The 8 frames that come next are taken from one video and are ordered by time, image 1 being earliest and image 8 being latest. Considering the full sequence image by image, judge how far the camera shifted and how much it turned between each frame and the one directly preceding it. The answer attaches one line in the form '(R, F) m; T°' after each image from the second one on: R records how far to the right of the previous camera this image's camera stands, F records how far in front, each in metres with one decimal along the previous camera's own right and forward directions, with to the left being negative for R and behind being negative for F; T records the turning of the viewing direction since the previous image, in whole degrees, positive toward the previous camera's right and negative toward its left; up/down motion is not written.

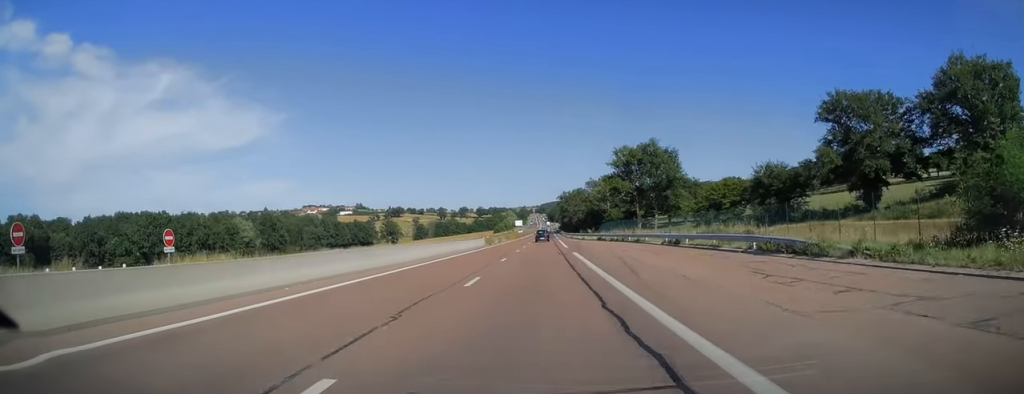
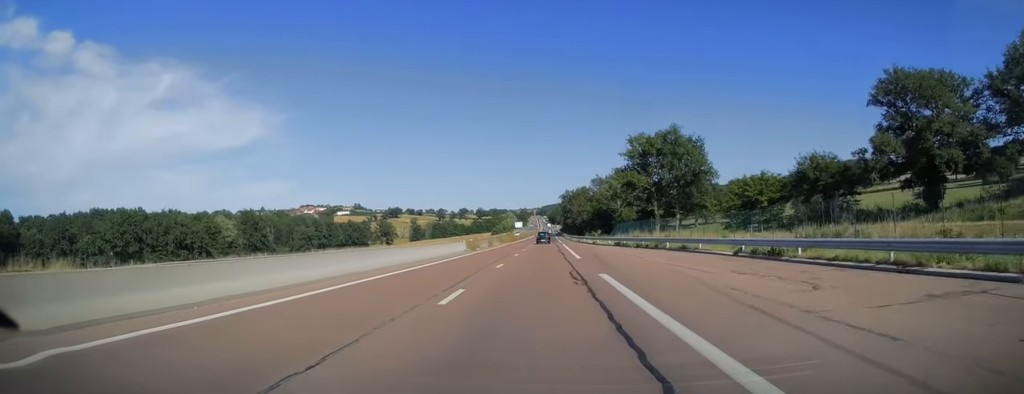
(+0.2, +16.8) m; 0°
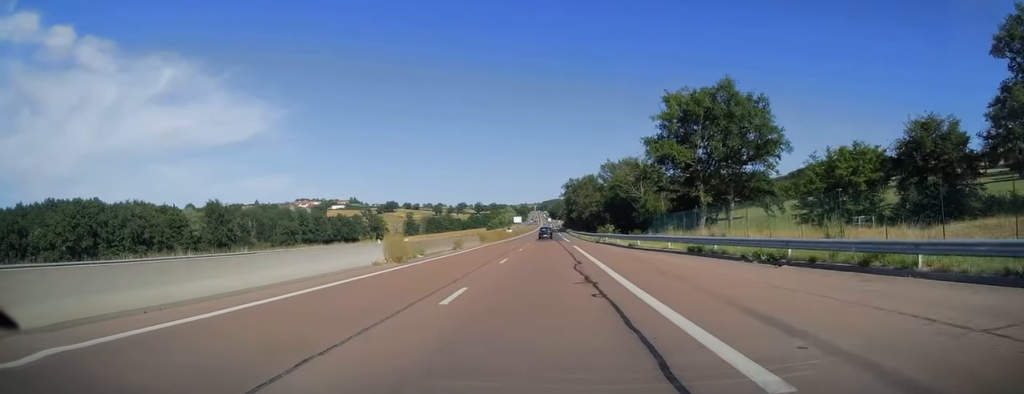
(-0.3, +26.7) m; -1°
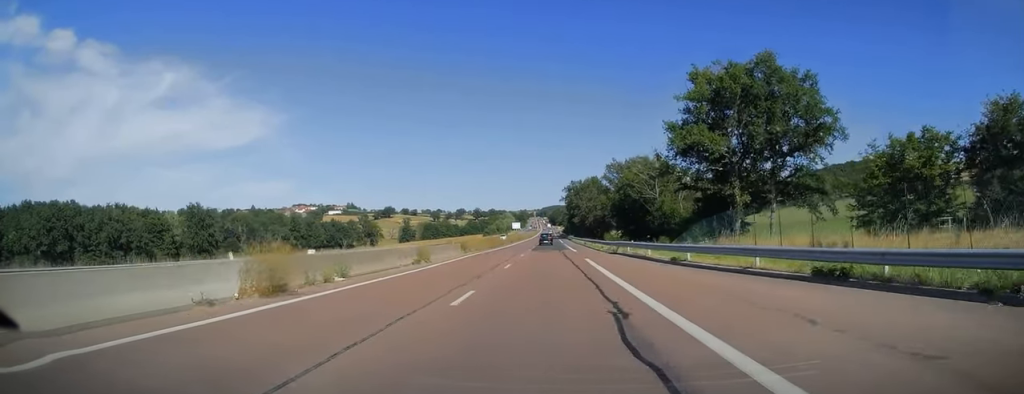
(0.0, +12.3) m; 0°
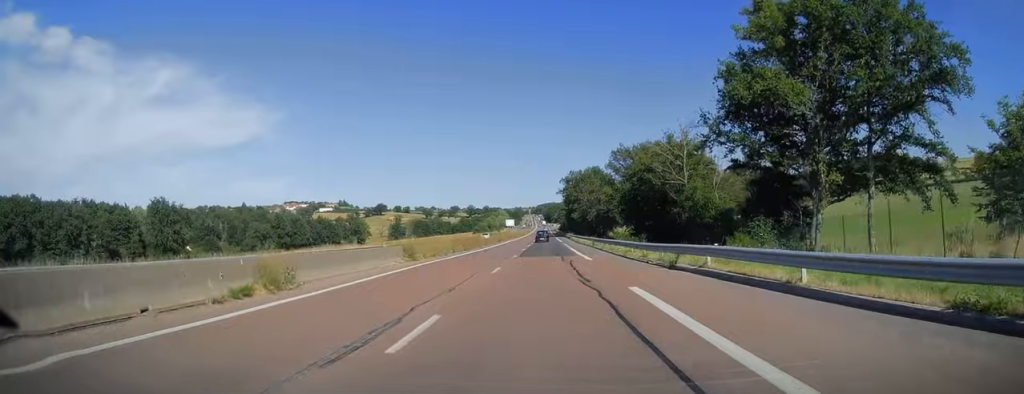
(-0.1, +17.7) m; 0°
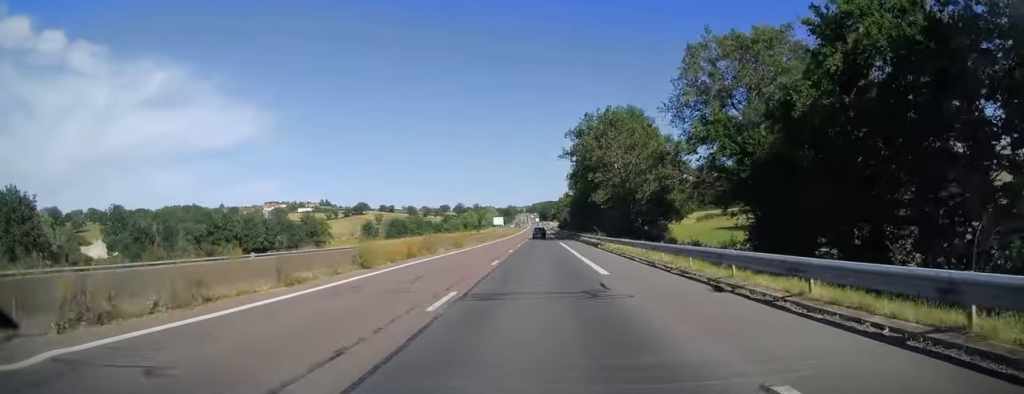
(+1.0, +61.8) m; +1°
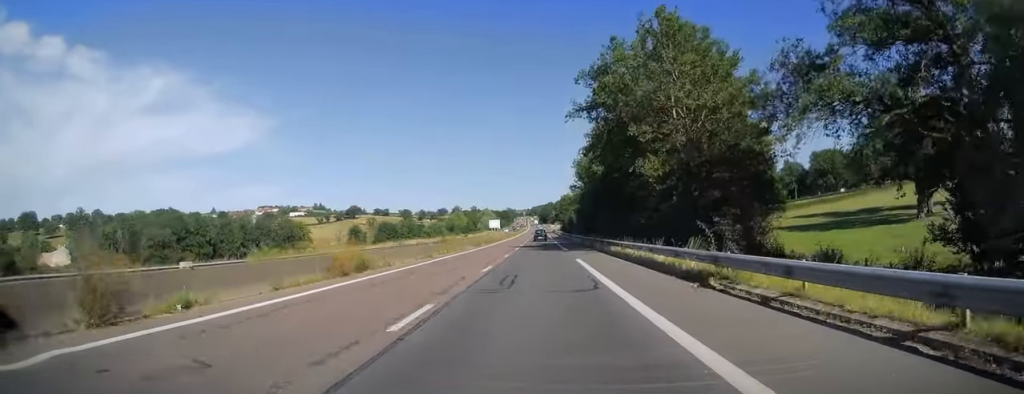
(0.0, +28.2) m; 0°
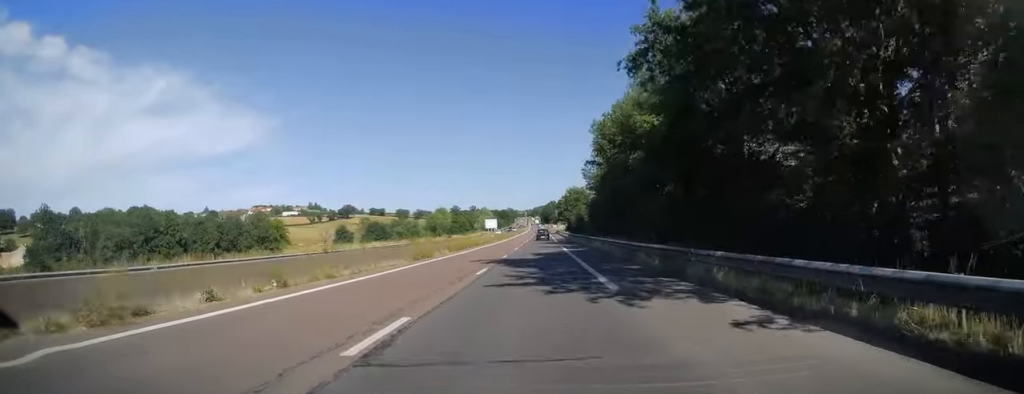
(0.0, +28.1) m; 0°
